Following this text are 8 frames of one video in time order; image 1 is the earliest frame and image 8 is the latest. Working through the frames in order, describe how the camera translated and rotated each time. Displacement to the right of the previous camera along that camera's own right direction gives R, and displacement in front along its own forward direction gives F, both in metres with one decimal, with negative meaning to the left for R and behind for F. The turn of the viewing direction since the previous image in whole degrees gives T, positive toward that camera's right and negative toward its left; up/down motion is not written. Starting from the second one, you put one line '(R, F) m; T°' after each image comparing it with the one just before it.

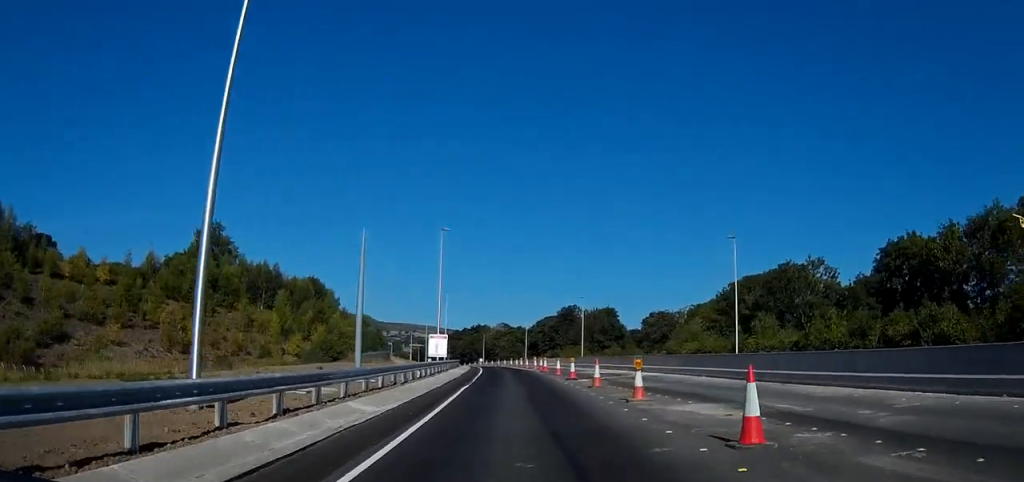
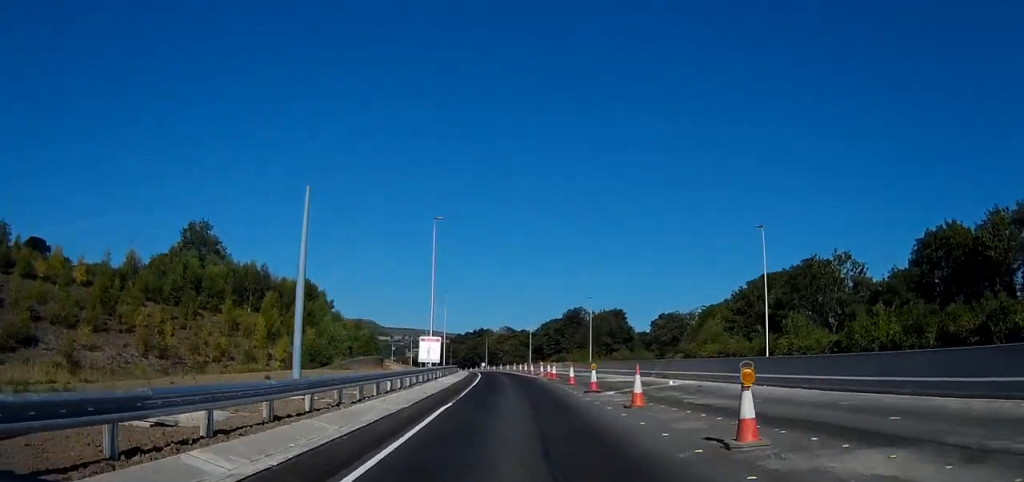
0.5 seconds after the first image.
(0.0, +8.1) m; 0°
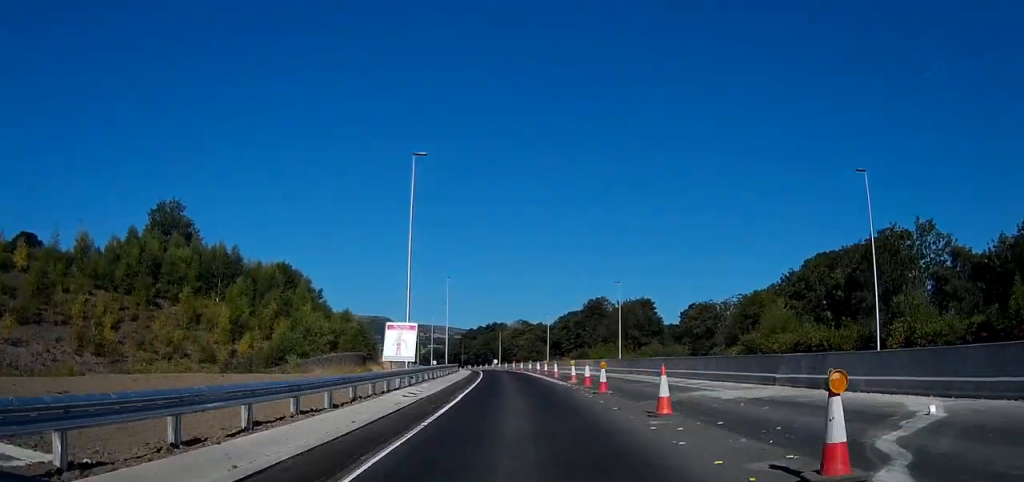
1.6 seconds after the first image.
(0.0, +18.9) m; 0°
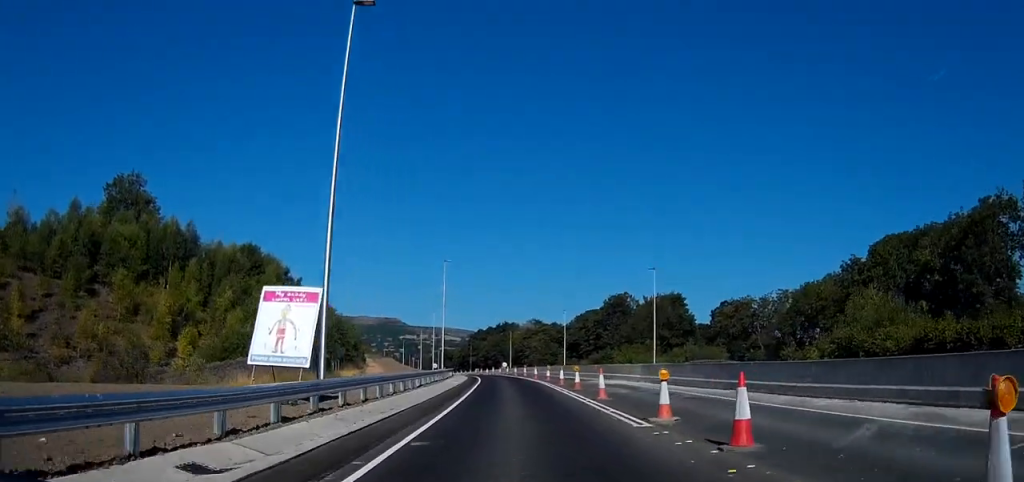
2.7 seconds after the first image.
(-0.1, +18.5) m; -1°
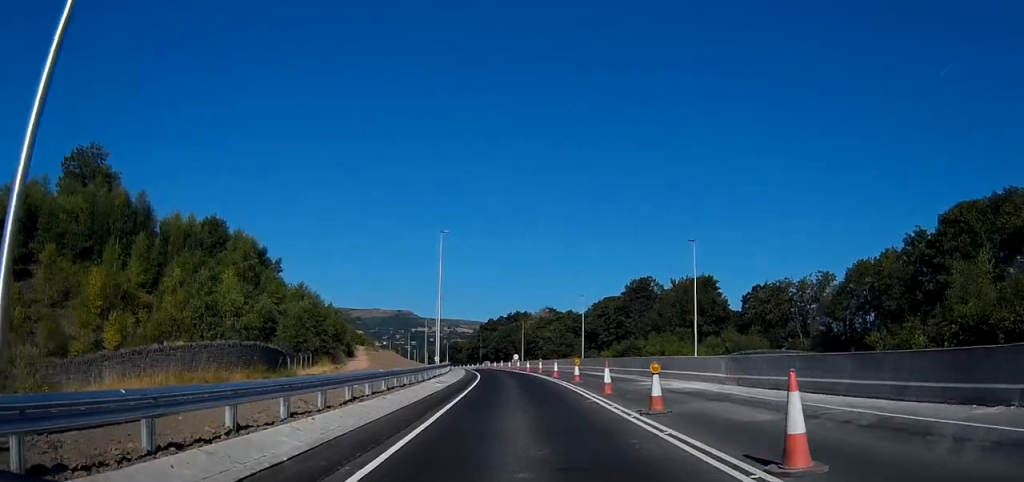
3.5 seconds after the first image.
(-0.2, +14.8) m; -1°
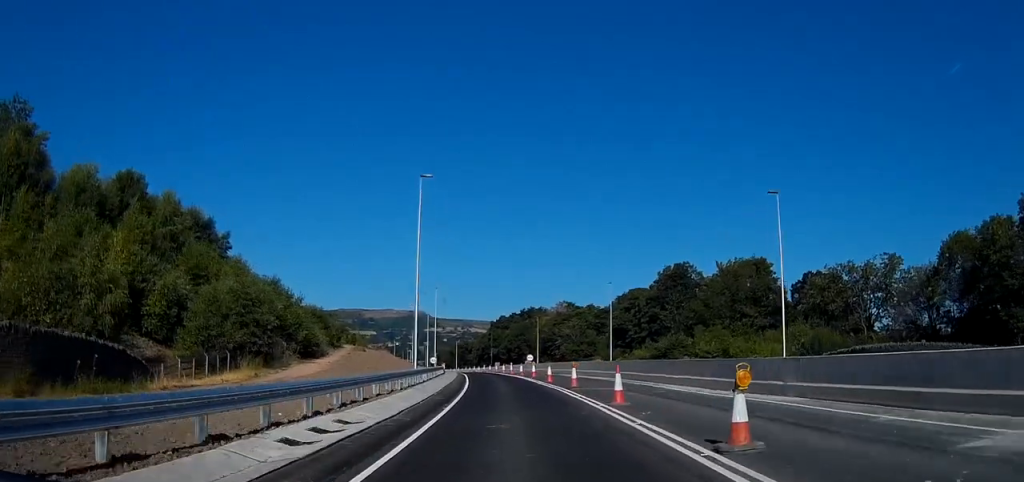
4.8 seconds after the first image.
(-0.2, +21.4) m; -2°
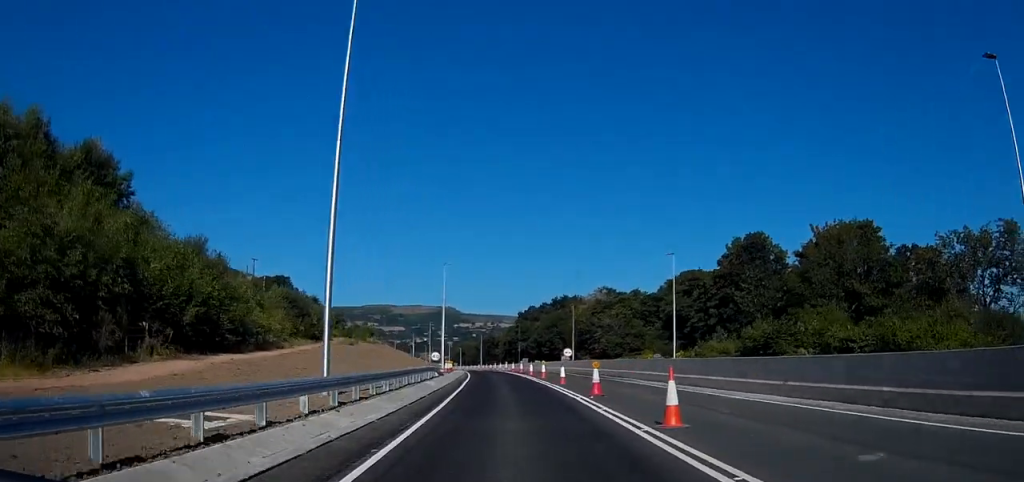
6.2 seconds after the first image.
(-0.3, +25.6) m; -1°
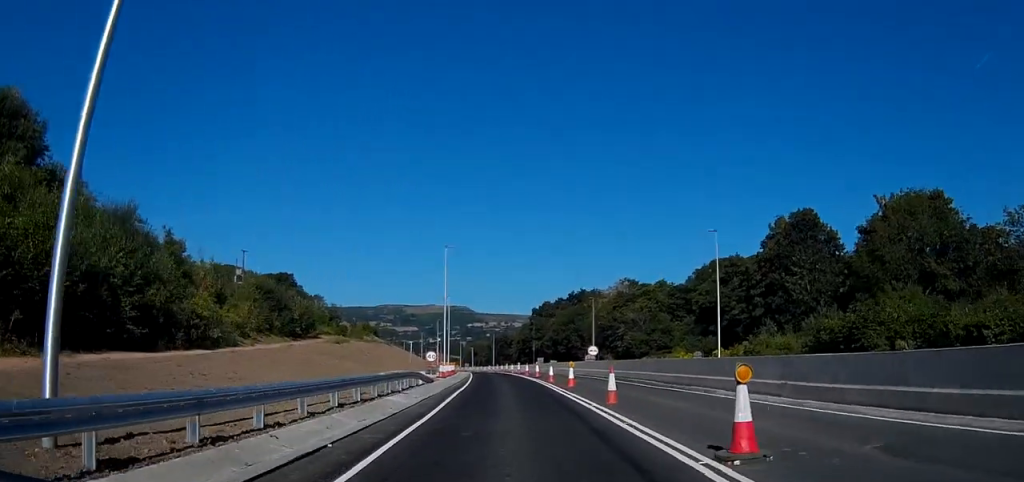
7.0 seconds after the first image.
(0.0, +12.9) m; -1°
